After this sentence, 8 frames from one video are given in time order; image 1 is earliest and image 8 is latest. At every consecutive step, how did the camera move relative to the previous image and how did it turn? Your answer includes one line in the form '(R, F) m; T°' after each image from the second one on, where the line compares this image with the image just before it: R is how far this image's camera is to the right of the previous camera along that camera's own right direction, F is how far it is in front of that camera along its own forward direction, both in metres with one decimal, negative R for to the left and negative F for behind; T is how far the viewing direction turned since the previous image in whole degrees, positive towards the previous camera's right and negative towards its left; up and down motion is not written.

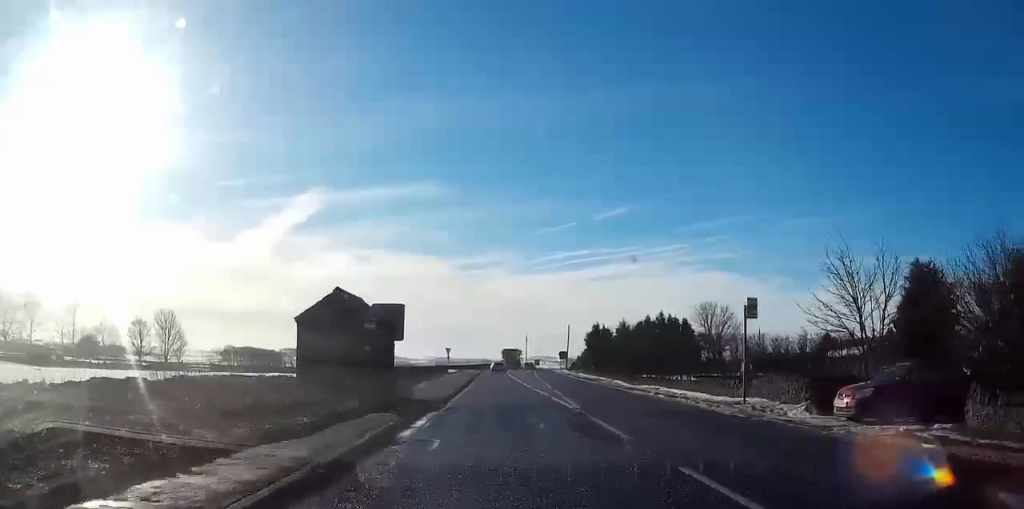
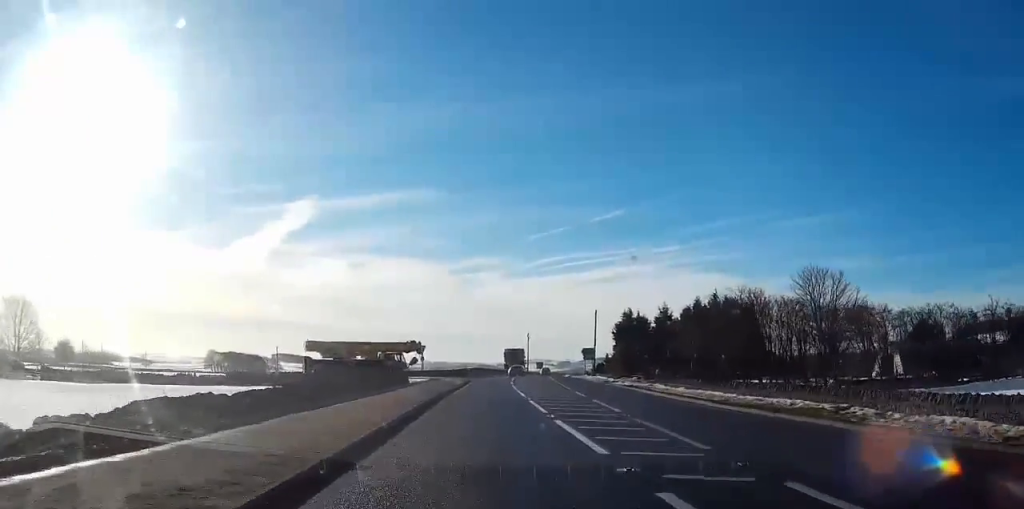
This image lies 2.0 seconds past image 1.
(0.0, +36.7) m; 0°
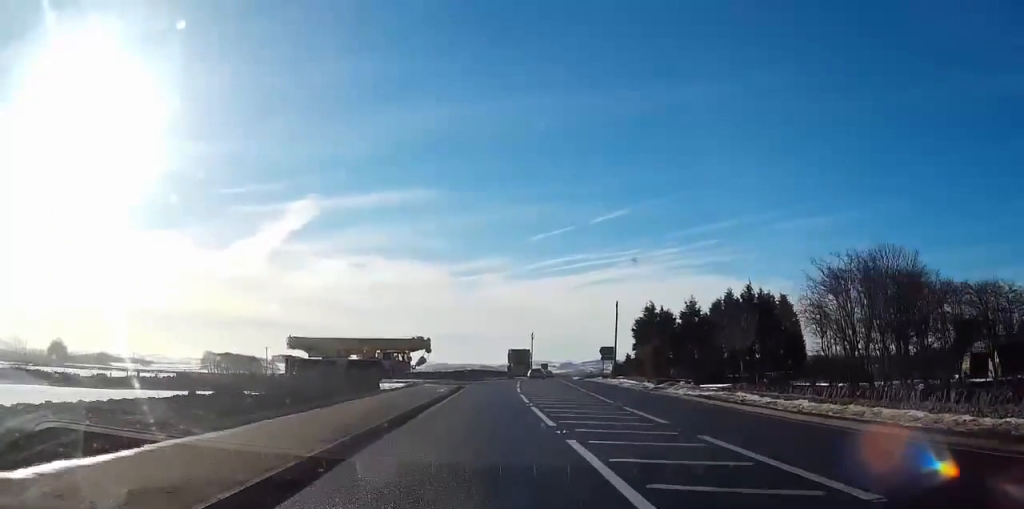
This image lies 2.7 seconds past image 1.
(0.0, +13.9) m; 0°
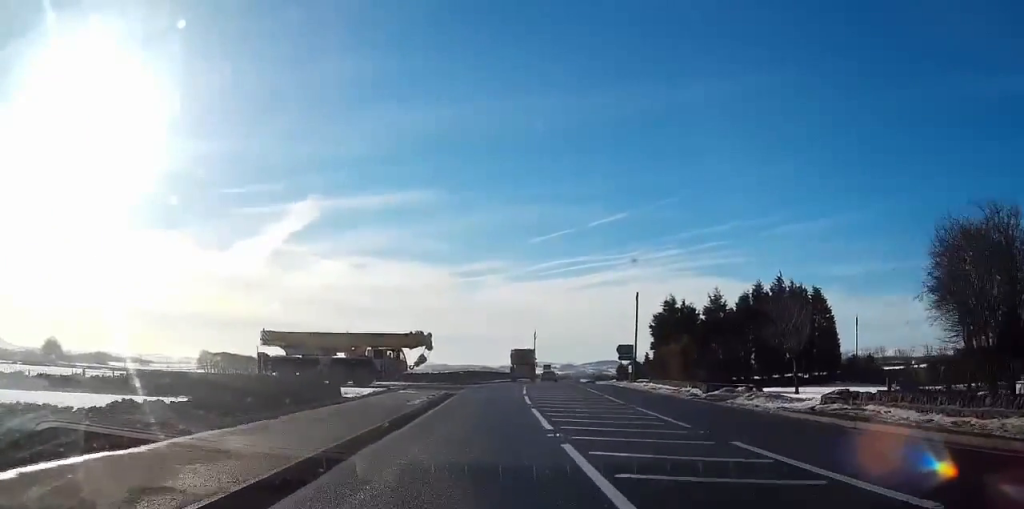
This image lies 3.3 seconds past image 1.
(0.0, +9.9) m; 0°
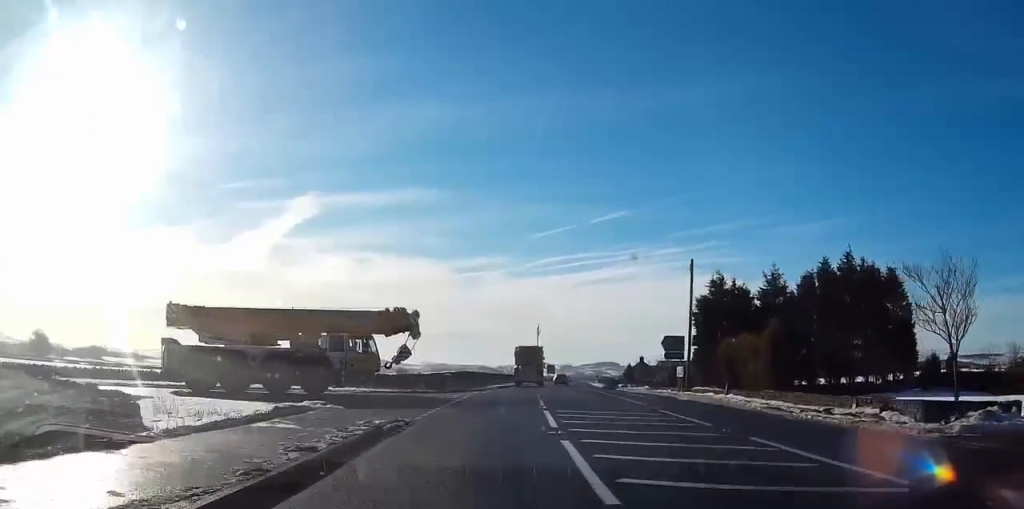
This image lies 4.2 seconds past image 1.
(0.0, +16.9) m; 0°
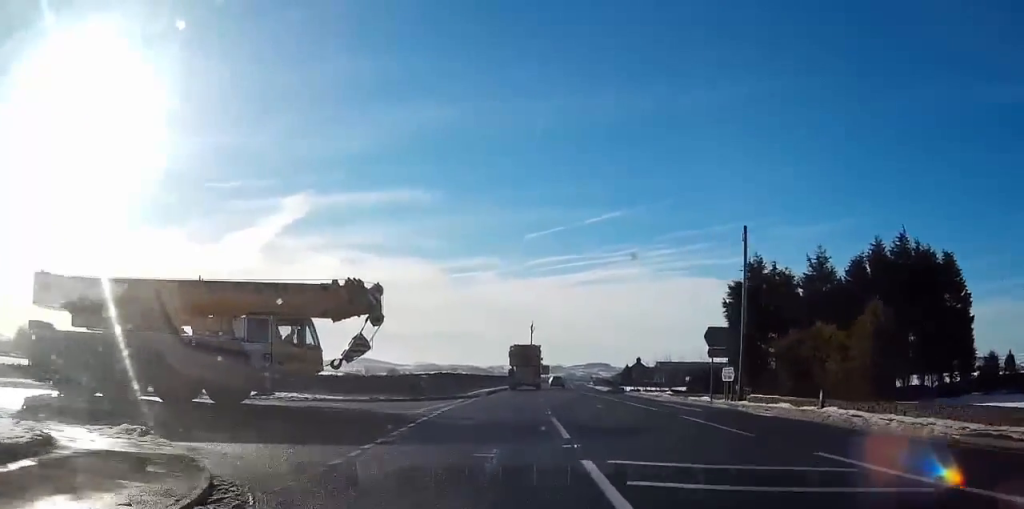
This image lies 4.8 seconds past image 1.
(0.0, +11.1) m; +1°
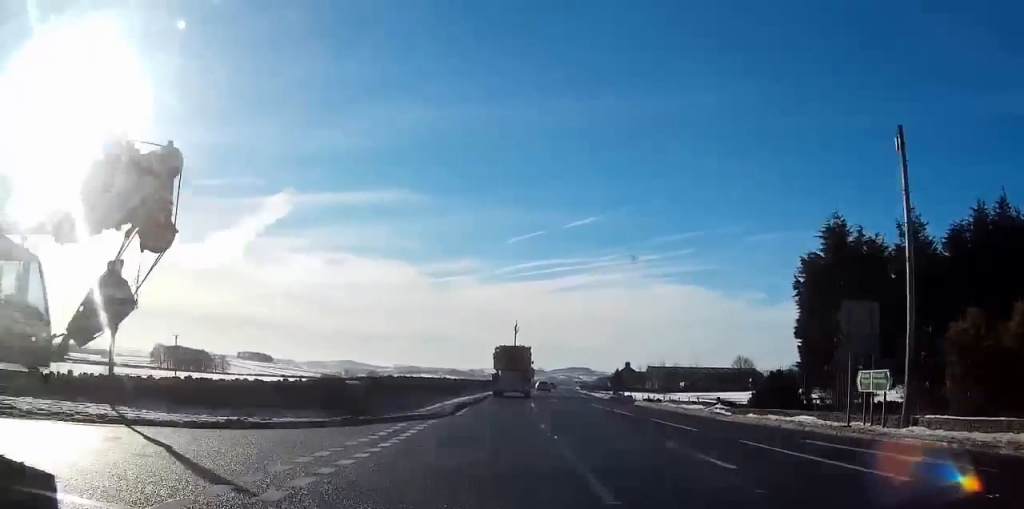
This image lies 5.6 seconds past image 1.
(+0.1, +15.7) m; +2°
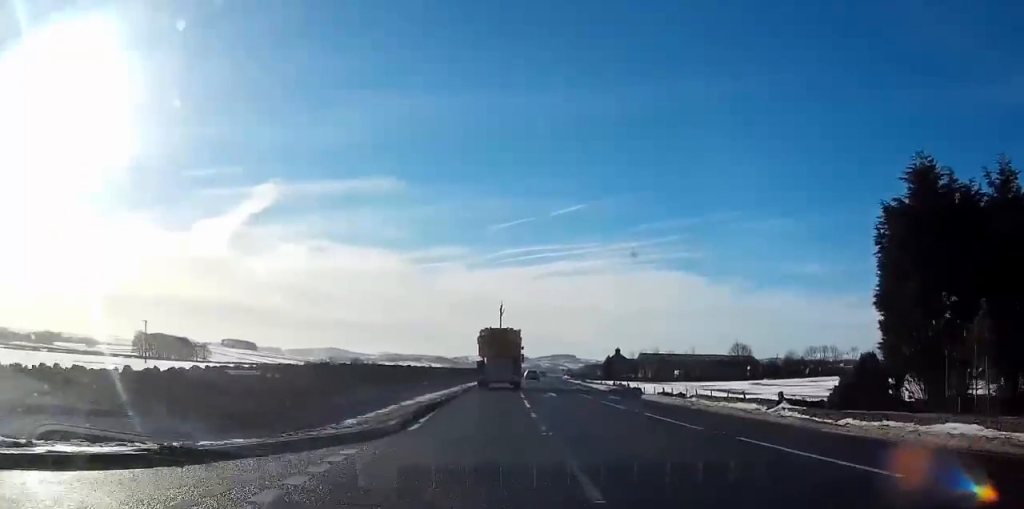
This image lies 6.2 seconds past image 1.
(+0.1, +9.6) m; +2°
